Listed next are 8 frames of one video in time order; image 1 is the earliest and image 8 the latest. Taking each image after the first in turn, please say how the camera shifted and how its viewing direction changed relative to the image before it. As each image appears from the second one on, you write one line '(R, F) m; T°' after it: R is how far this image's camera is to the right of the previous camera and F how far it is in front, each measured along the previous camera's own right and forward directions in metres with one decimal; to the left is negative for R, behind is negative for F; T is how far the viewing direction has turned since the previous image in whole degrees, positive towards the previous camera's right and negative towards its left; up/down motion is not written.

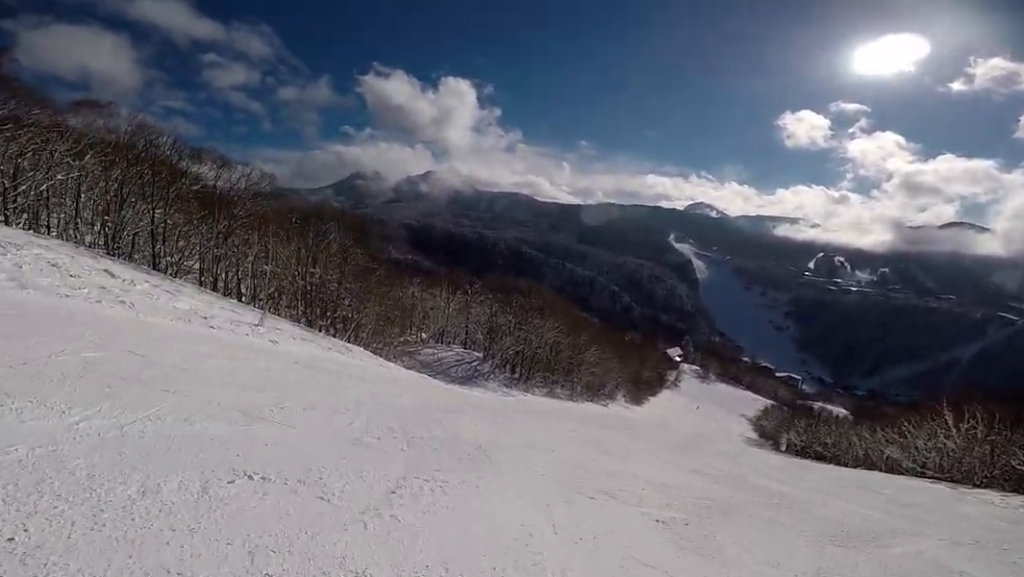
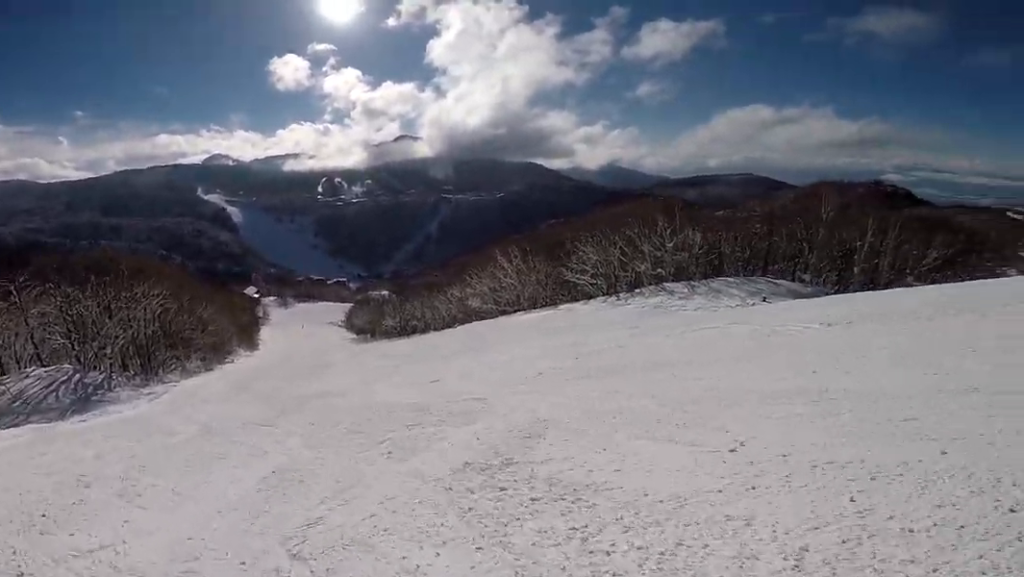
(+3.3, +10.1) m; +50°
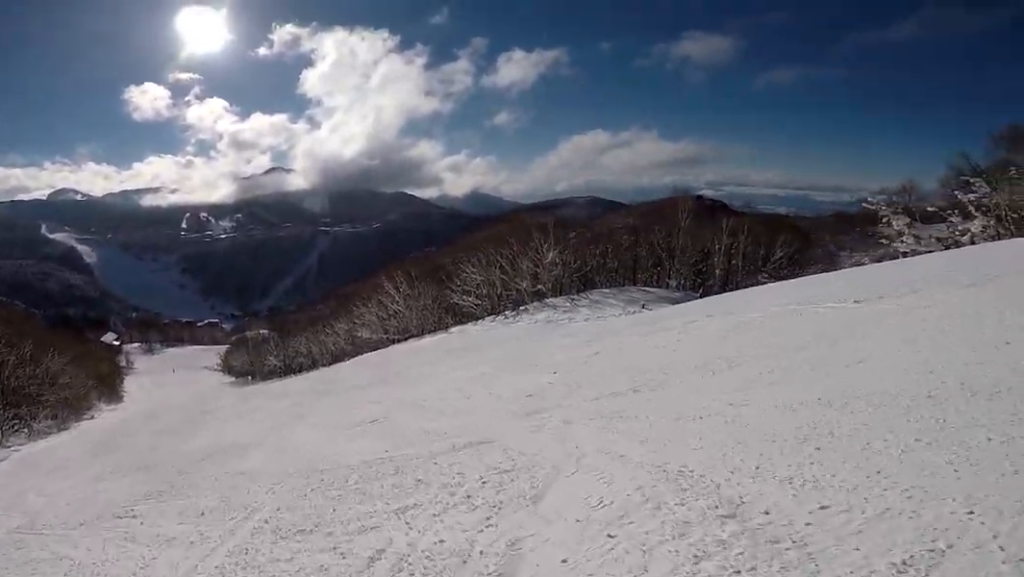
(+0.4, +2.7) m; +15°
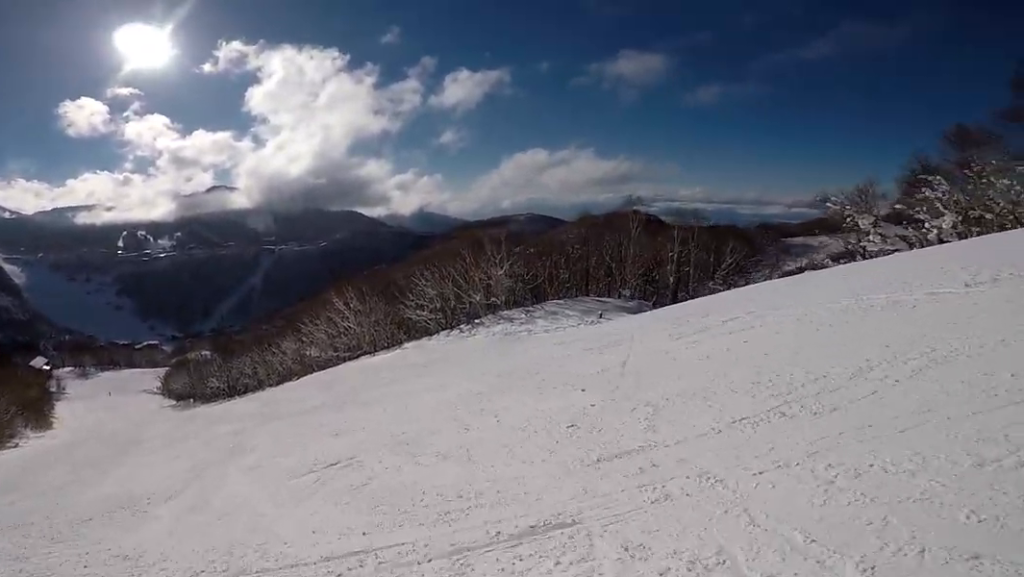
(0.0, +2.2) m; +12°
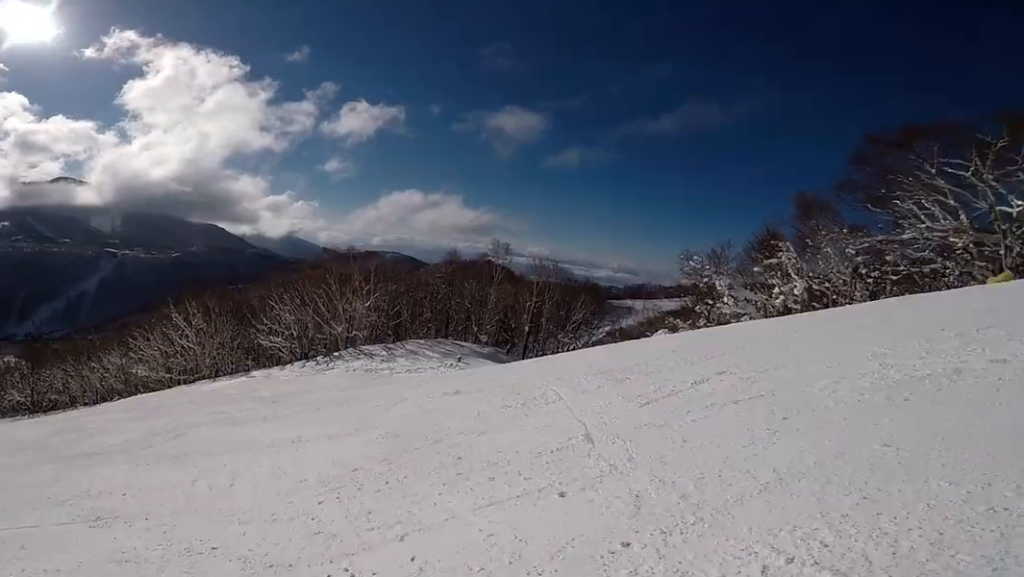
(+0.5, +2.9) m; +6°
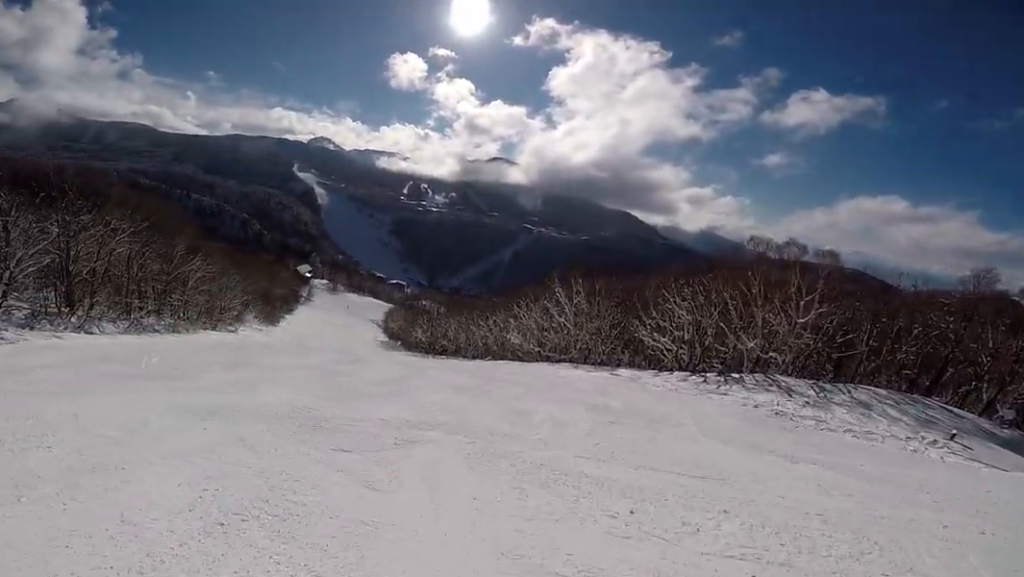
(-0.1, +6.9) m; -24°
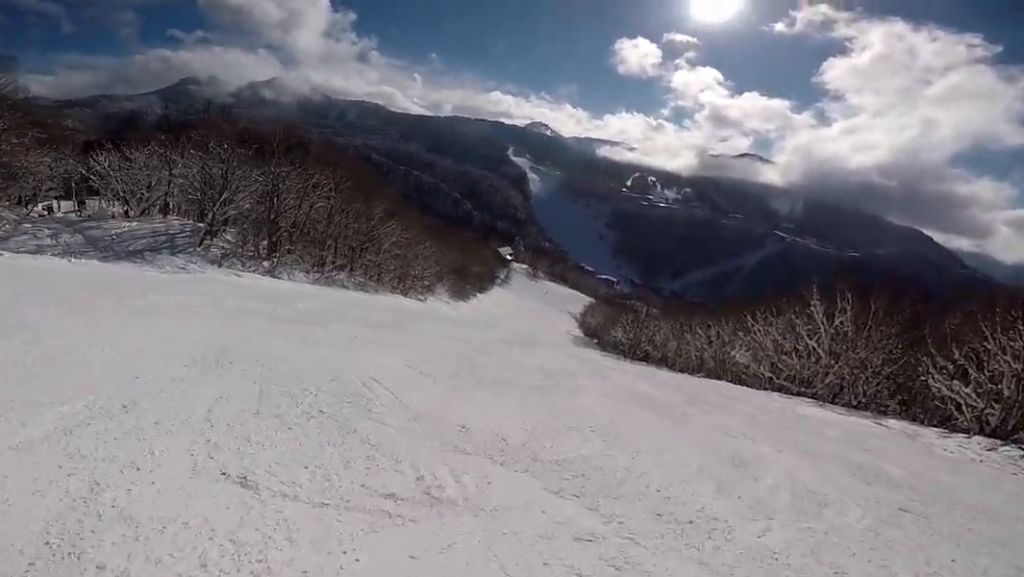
(-1.0, +4.4) m; -22°
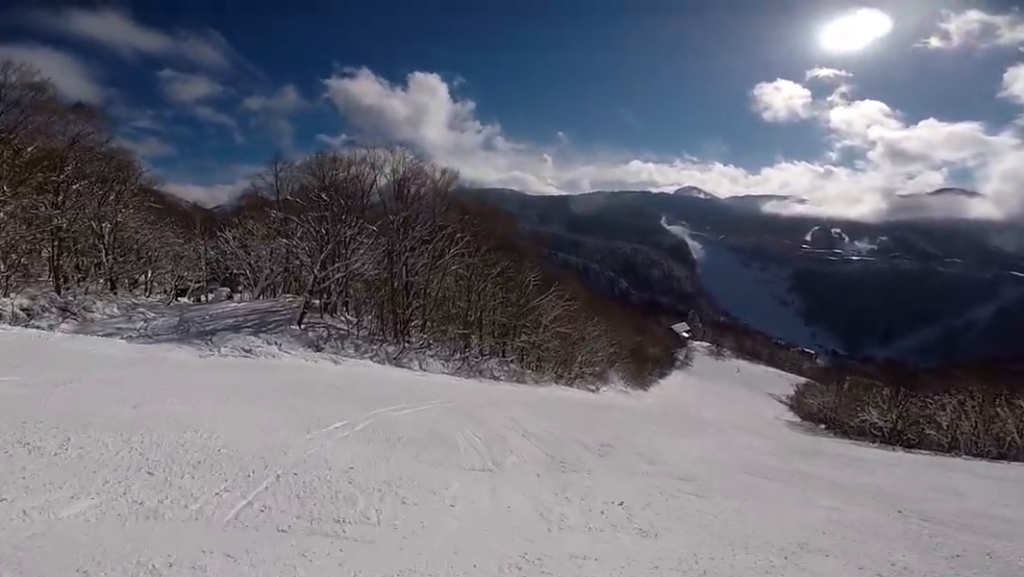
(-3.7, +10.7) m; -40°
